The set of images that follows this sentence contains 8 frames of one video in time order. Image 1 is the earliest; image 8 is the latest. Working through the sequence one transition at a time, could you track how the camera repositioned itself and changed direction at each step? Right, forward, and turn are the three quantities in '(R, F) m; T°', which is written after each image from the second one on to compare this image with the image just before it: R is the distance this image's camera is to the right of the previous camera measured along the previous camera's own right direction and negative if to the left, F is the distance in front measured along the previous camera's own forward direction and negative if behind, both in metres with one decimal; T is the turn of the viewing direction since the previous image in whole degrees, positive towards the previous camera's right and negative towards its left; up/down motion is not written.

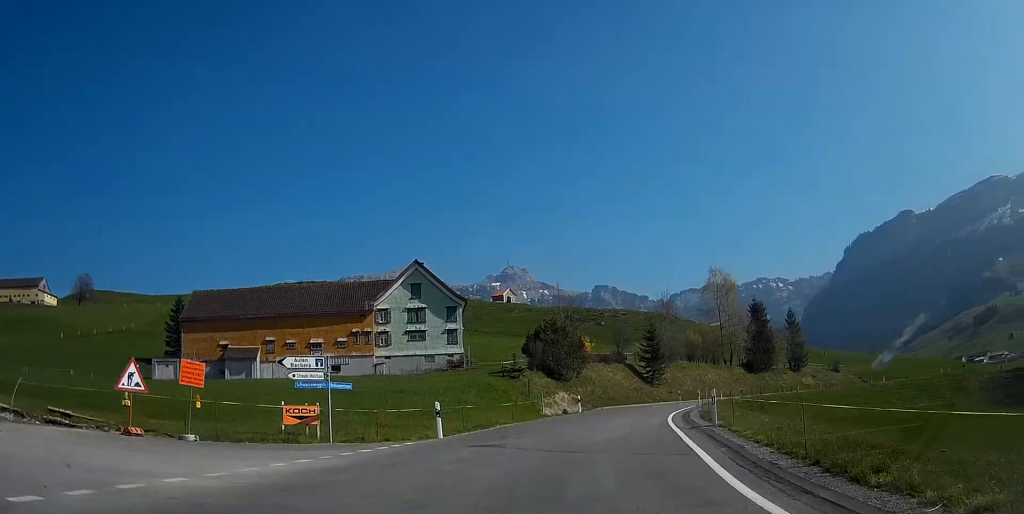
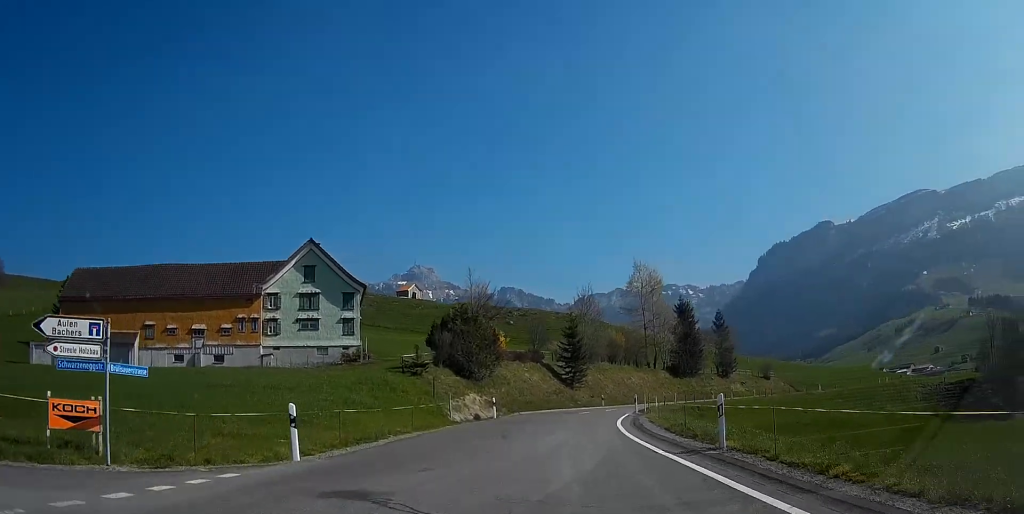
(+0.6, +8.1) m; +5°
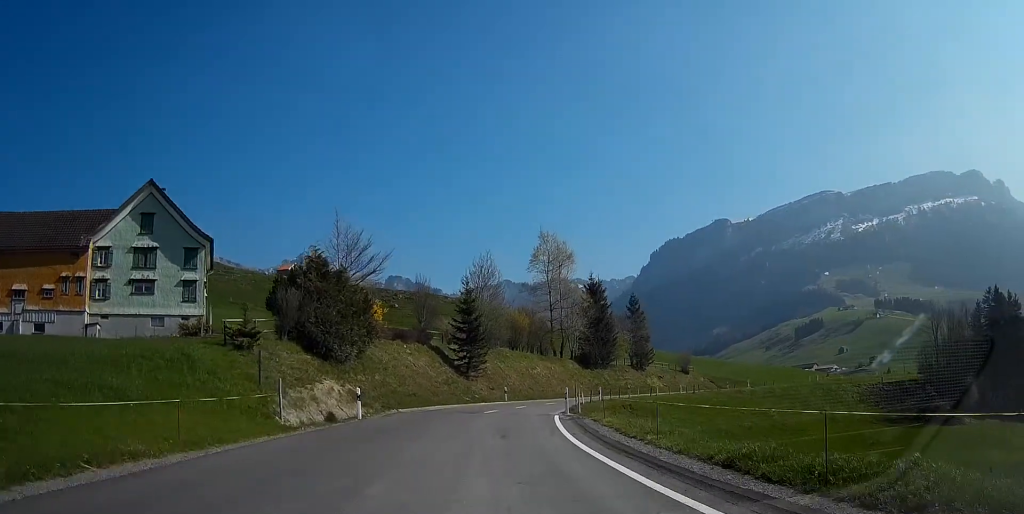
(+0.3, +13.4) m; +5°
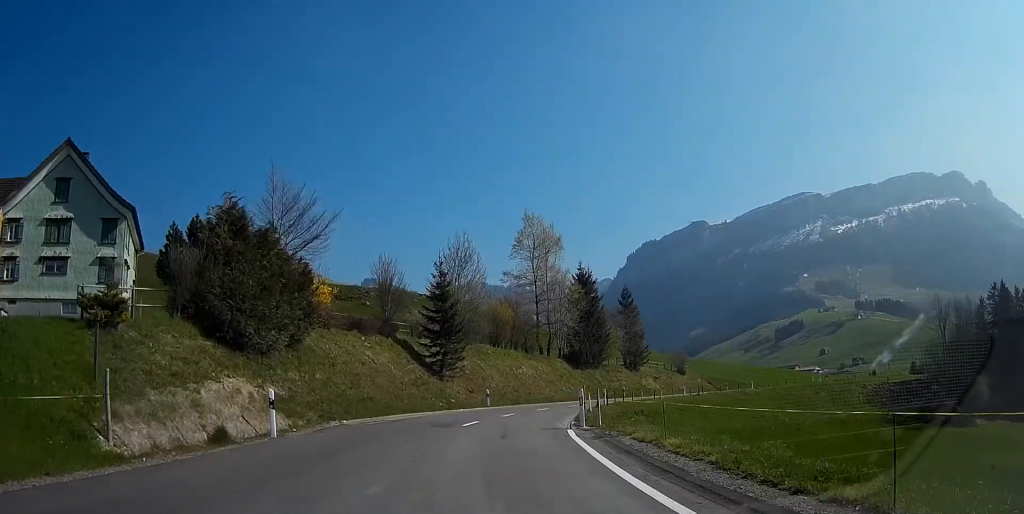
(+0.4, +9.2) m; +4°
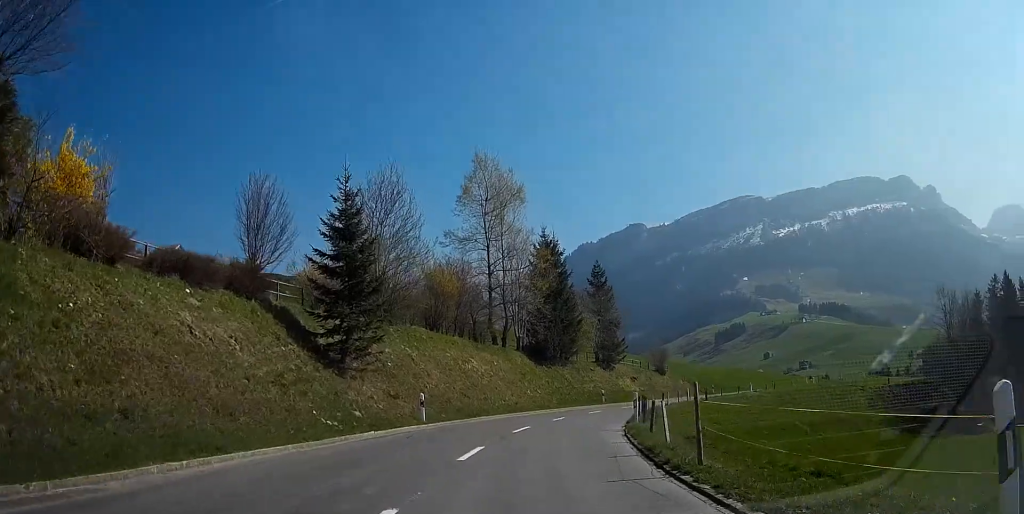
(+0.9, +18.3) m; +6°
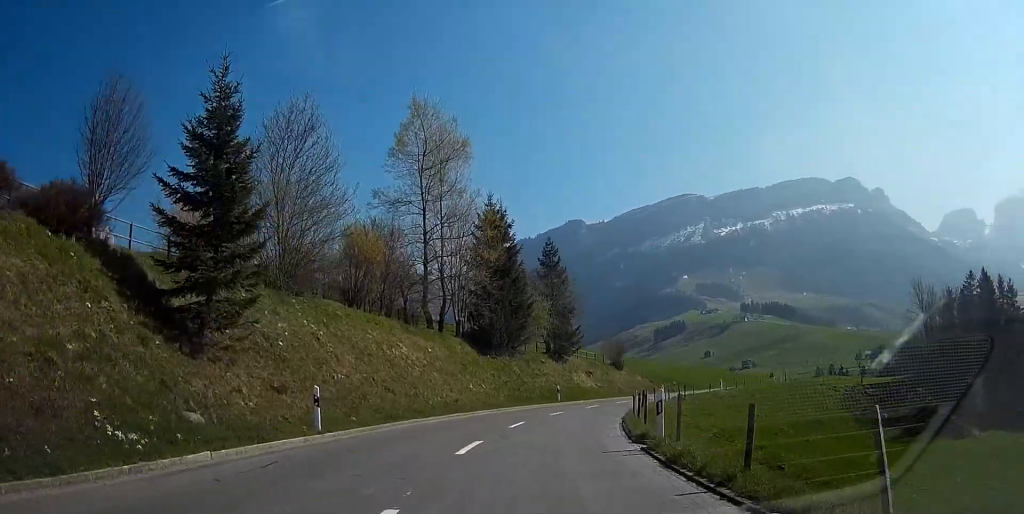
(+0.2, +8.9) m; +4°
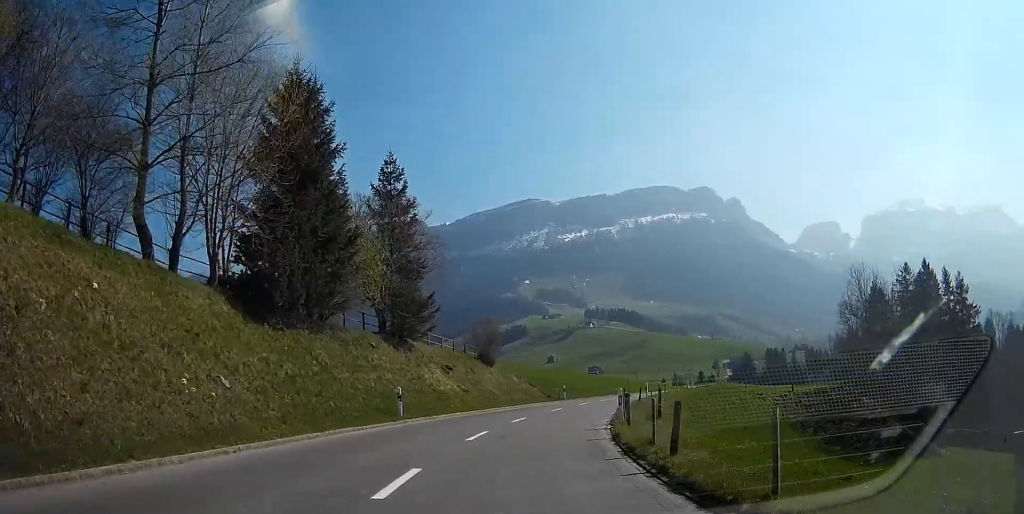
(+2.2, +22.6) m; +10°
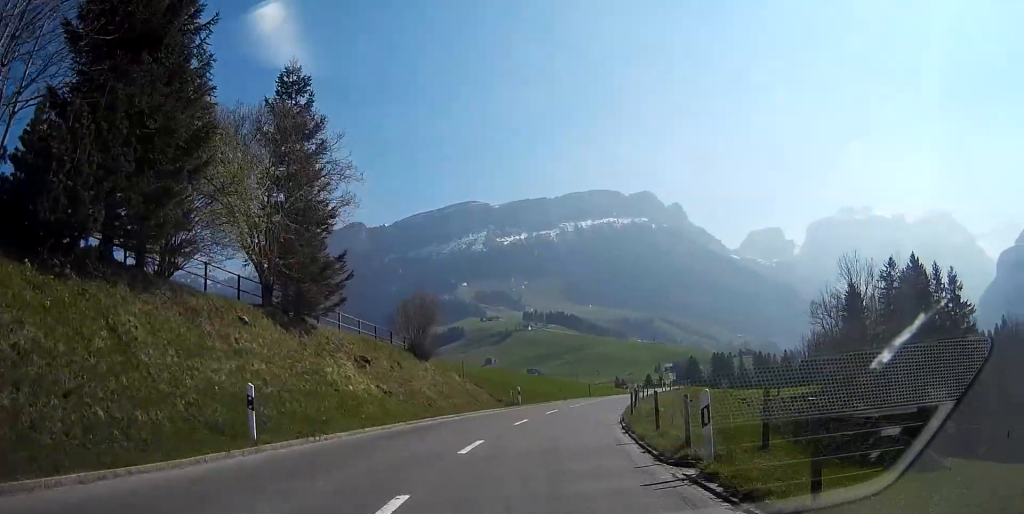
(+0.4, +11.4) m; +6°
